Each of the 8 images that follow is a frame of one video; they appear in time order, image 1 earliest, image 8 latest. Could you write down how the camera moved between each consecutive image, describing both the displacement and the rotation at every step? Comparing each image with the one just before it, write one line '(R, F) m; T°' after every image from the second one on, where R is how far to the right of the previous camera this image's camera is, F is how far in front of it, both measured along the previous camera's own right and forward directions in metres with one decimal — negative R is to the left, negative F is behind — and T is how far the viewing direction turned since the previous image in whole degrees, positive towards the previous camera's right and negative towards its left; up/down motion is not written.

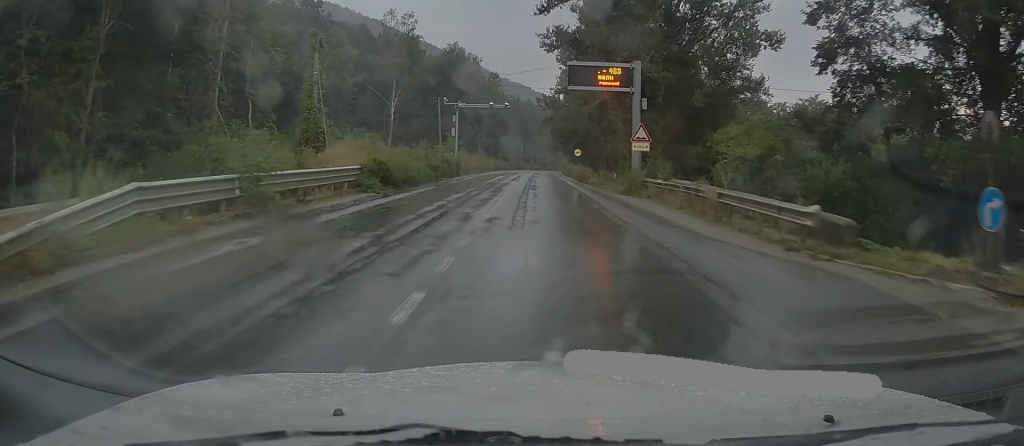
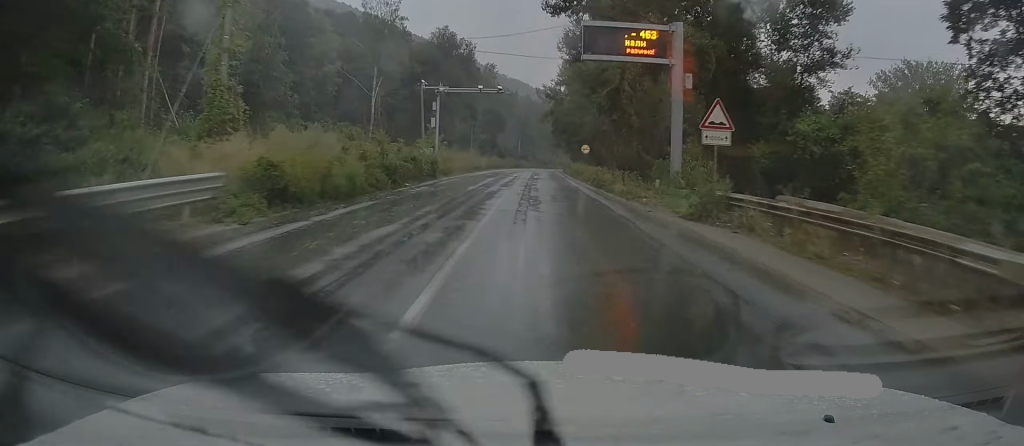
(-0.3, +10.6) m; 0°
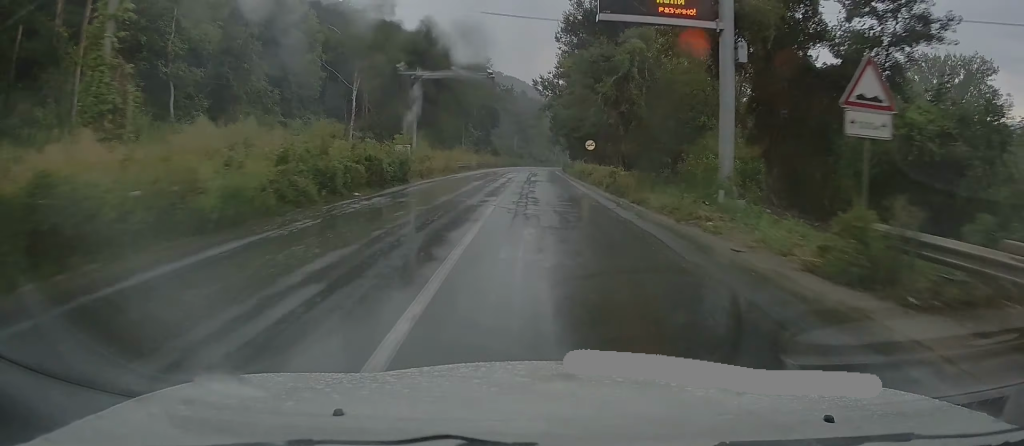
(+0.2, +7.3) m; 0°
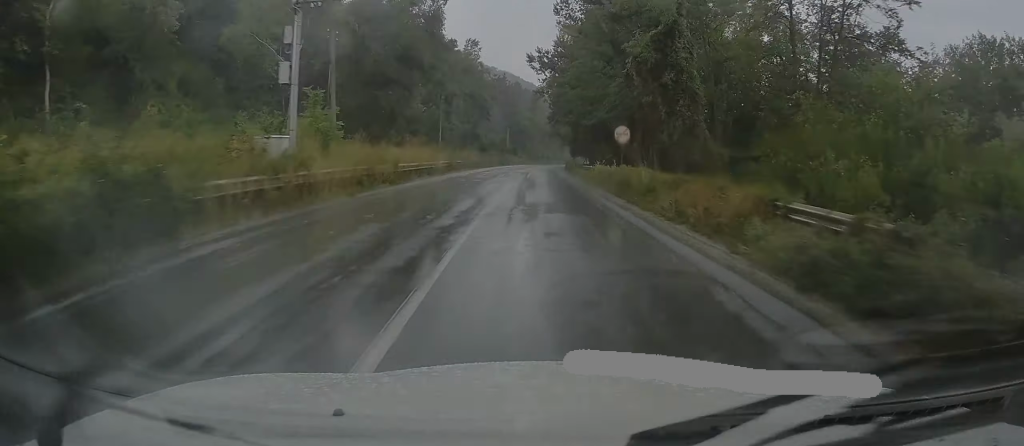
(+0.1, +18.5) m; 0°
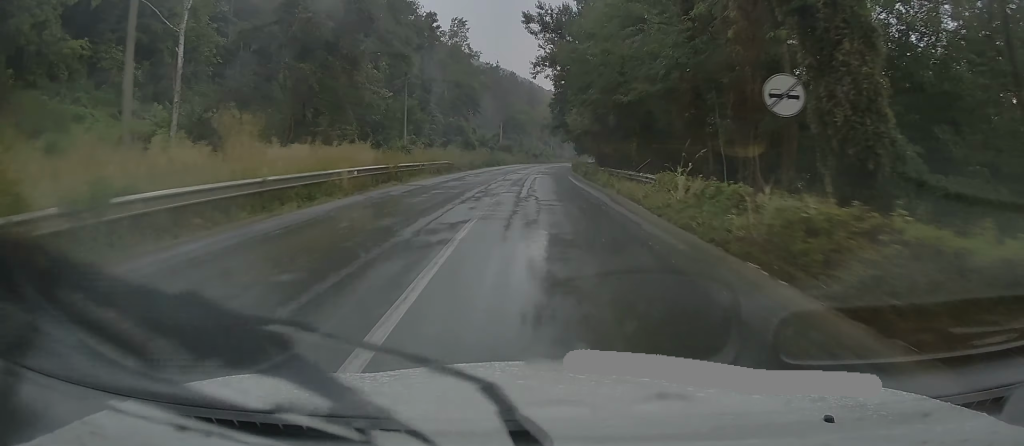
(+0.1, +19.2) m; +1°
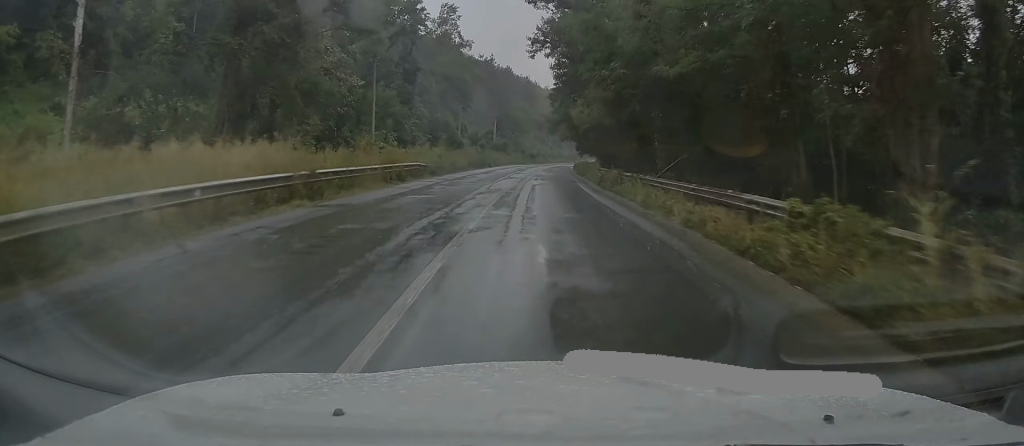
(+0.1, +10.2) m; +1°
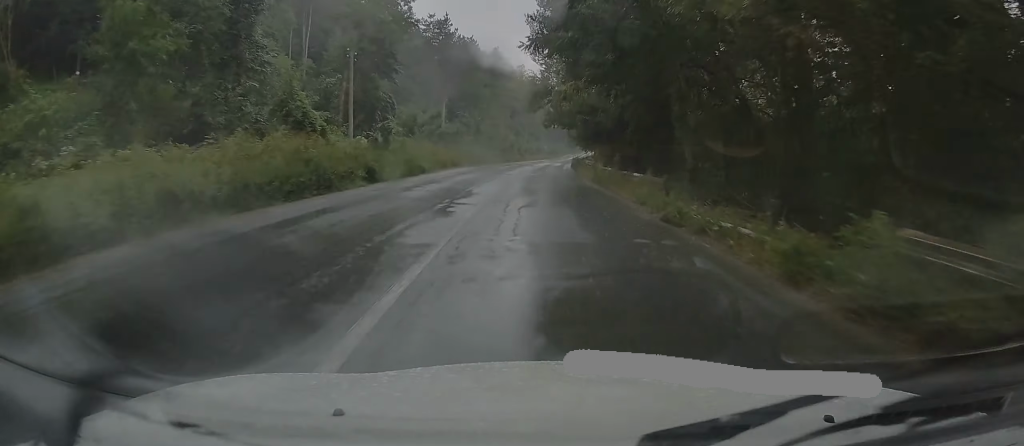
(+0.1, +39.9) m; 0°
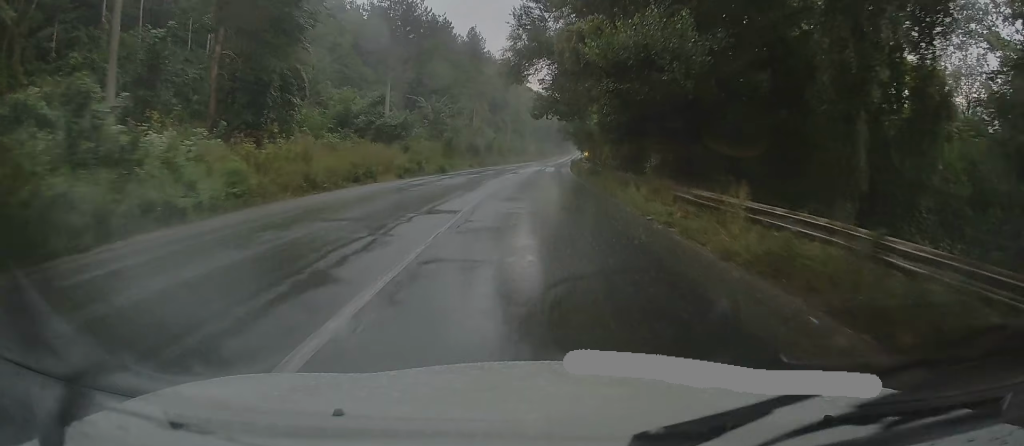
(+0.1, +22.9) m; +2°
